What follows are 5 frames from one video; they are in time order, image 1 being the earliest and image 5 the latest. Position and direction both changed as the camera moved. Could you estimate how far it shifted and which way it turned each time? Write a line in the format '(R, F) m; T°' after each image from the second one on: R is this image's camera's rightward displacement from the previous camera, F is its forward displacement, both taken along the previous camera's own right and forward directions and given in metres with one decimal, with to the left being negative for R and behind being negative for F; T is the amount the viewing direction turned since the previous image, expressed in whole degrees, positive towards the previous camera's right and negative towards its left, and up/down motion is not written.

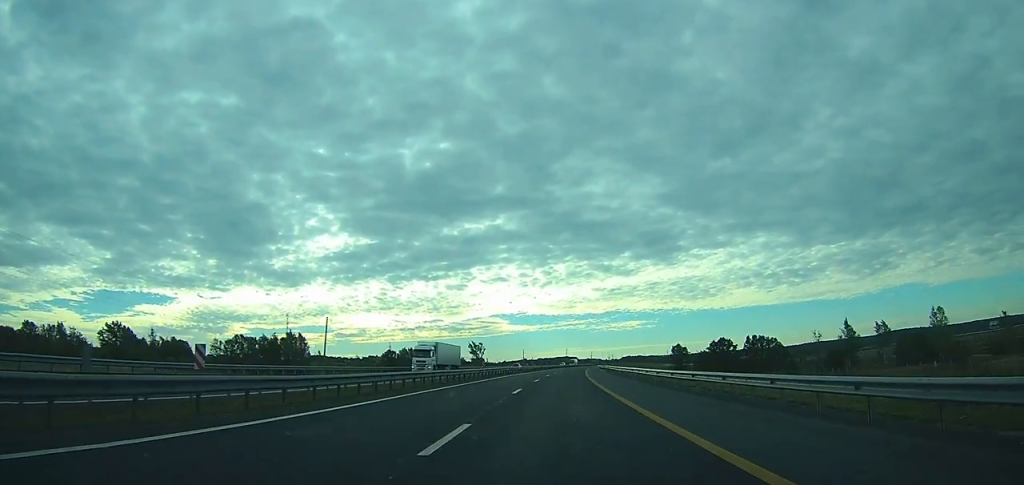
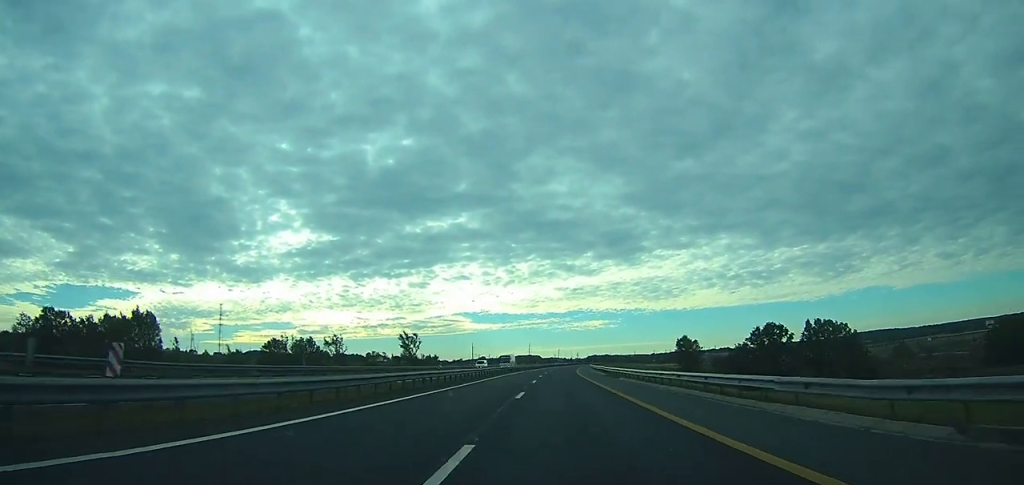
(+1.7, +85.6) m; +3°
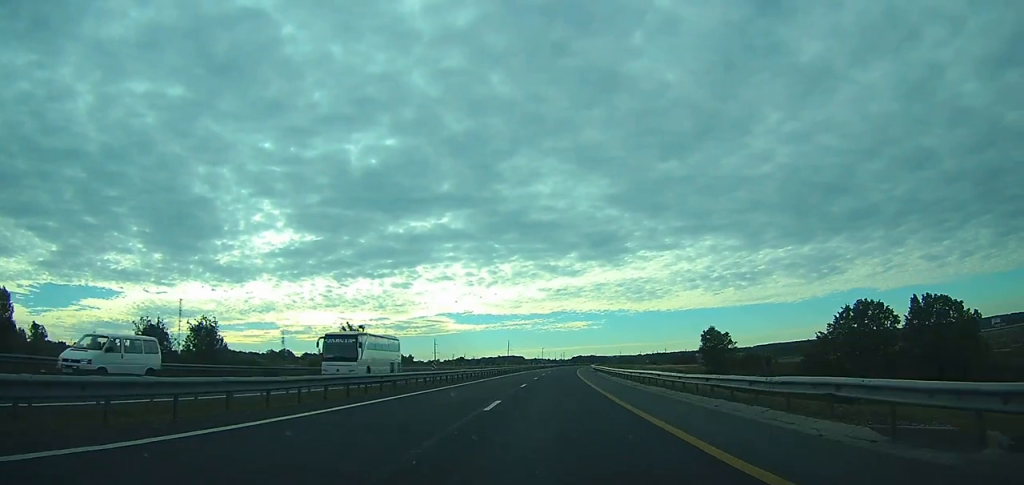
(+1.2, +55.6) m; +2°
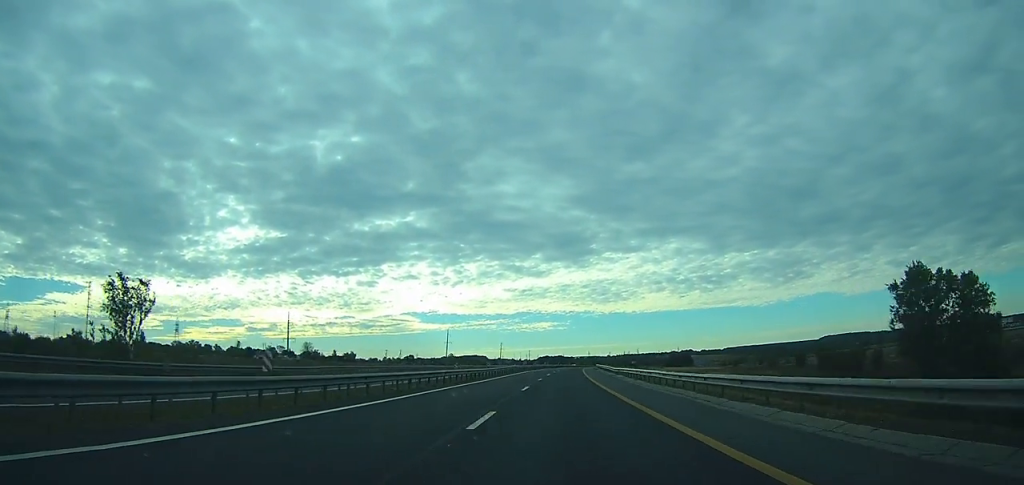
(+3.1, +100.0) m; +3°
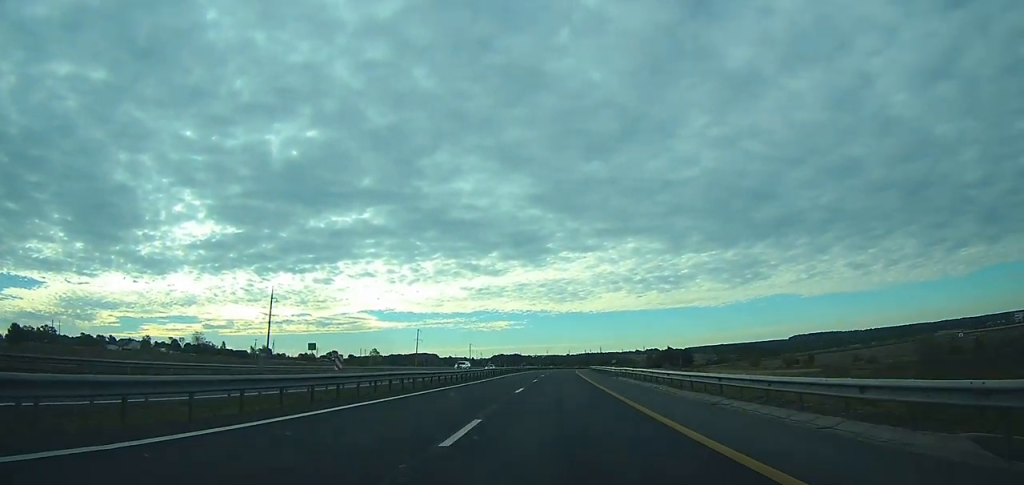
(+3.7, +110.5) m; +4°
